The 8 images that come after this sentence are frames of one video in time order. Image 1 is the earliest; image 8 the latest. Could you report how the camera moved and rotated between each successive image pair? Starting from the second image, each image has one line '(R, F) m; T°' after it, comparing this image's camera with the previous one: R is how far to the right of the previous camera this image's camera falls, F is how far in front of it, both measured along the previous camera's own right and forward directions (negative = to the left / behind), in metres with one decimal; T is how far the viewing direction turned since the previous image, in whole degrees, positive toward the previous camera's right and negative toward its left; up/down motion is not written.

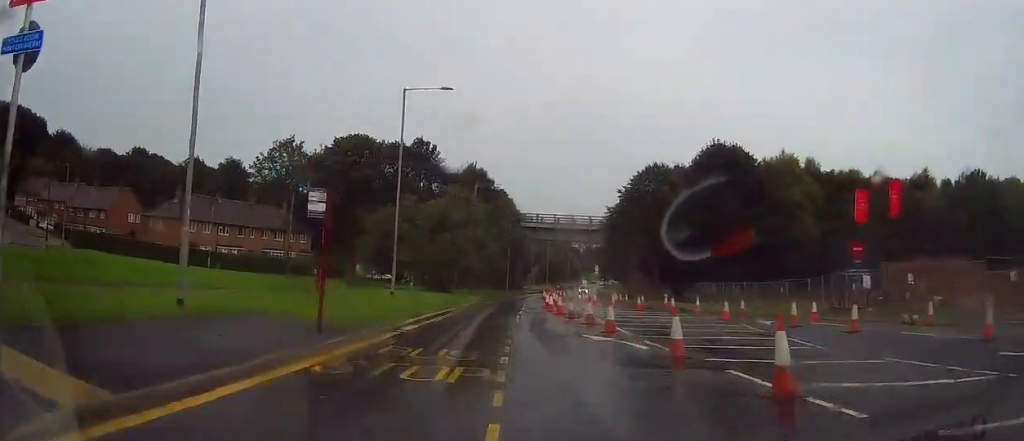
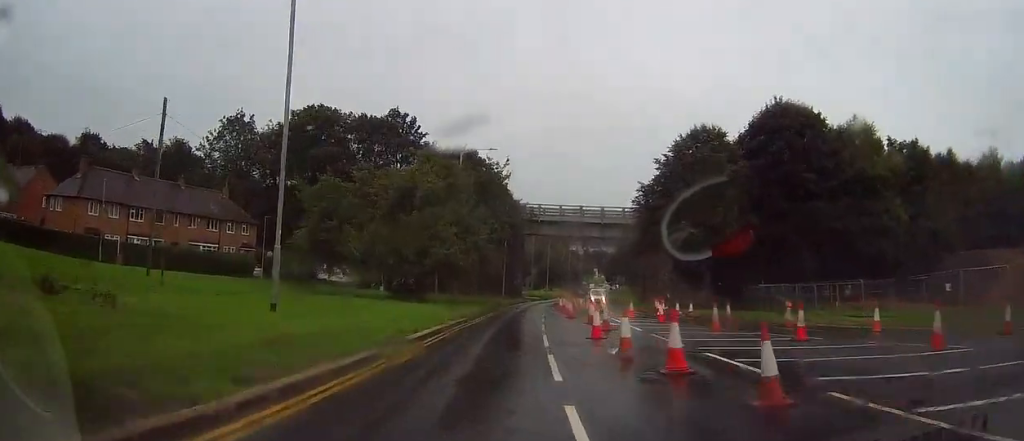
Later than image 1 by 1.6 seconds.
(-0.7, +20.1) m; -4°
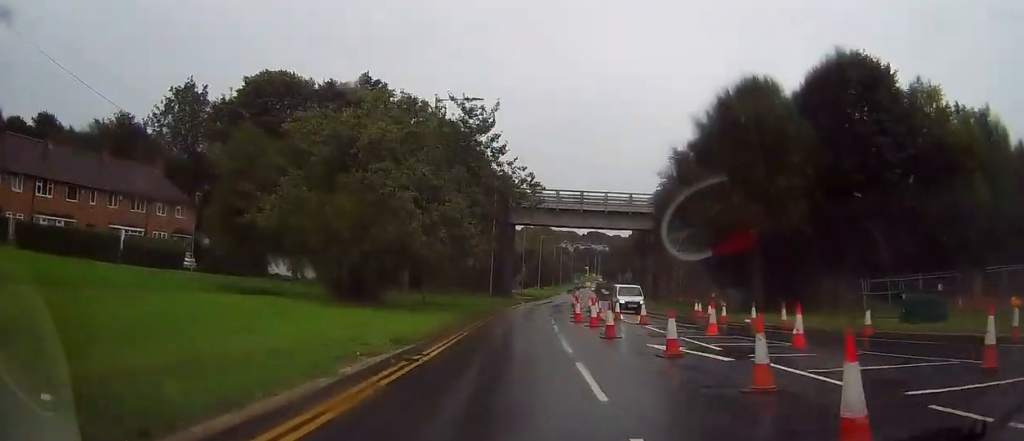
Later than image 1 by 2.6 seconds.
(+0.2, +13.7) m; +4°
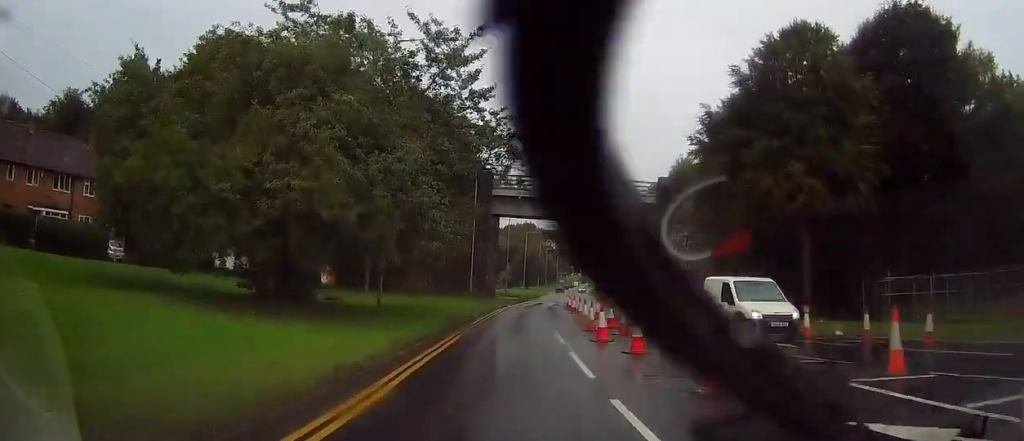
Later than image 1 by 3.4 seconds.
(+0.8, +9.8) m; +2°
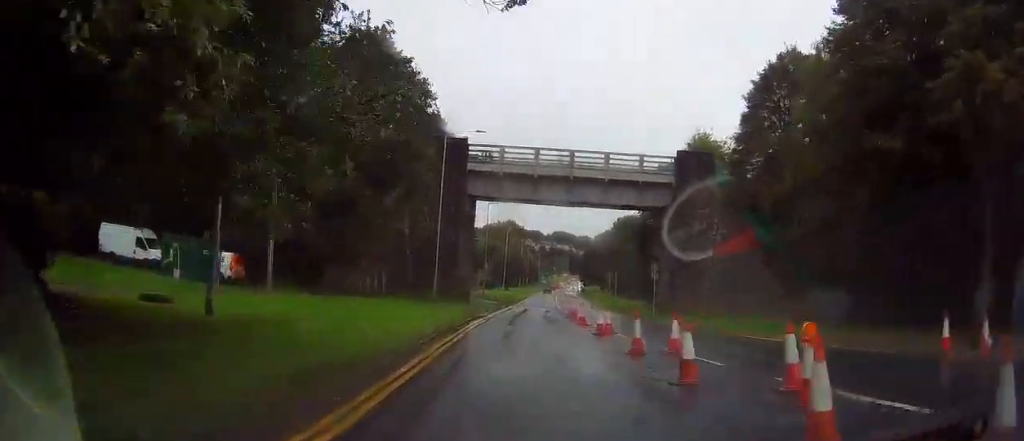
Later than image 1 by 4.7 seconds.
(-0.7, +16.2) m; -1°
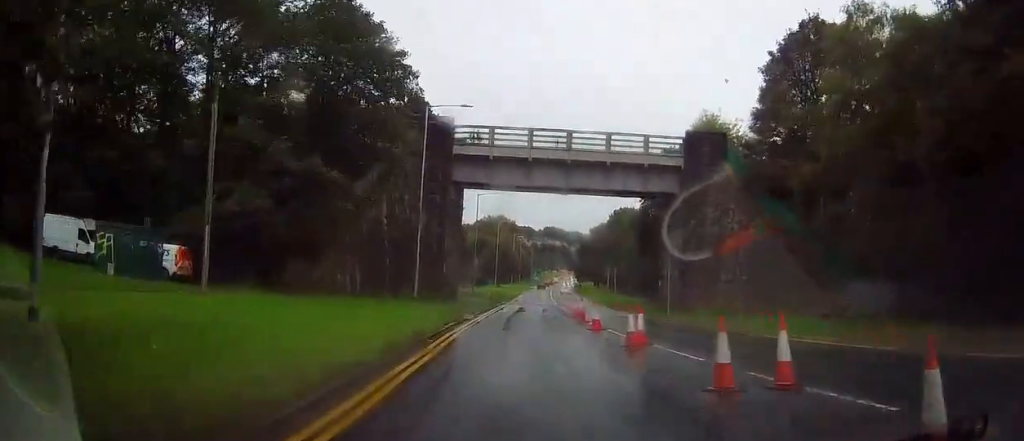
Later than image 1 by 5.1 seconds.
(0.0, +6.0) m; +2°
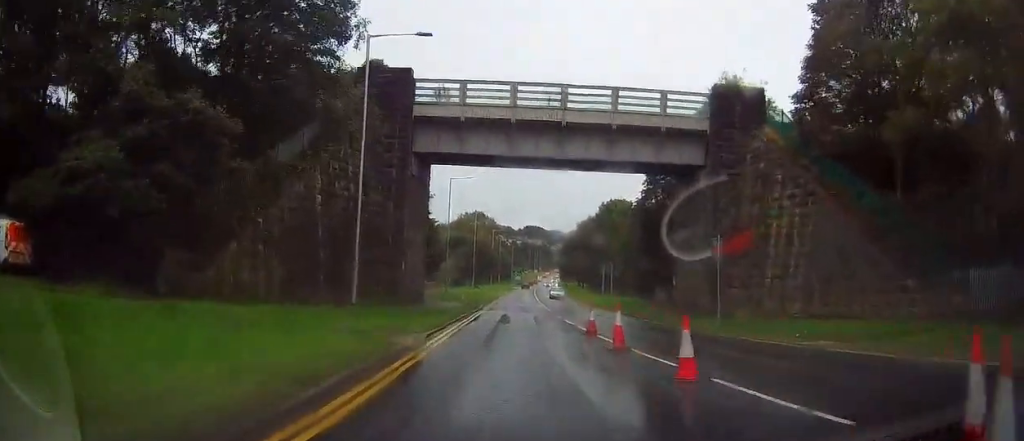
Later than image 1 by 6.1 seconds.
(+0.4, +12.1) m; +3°
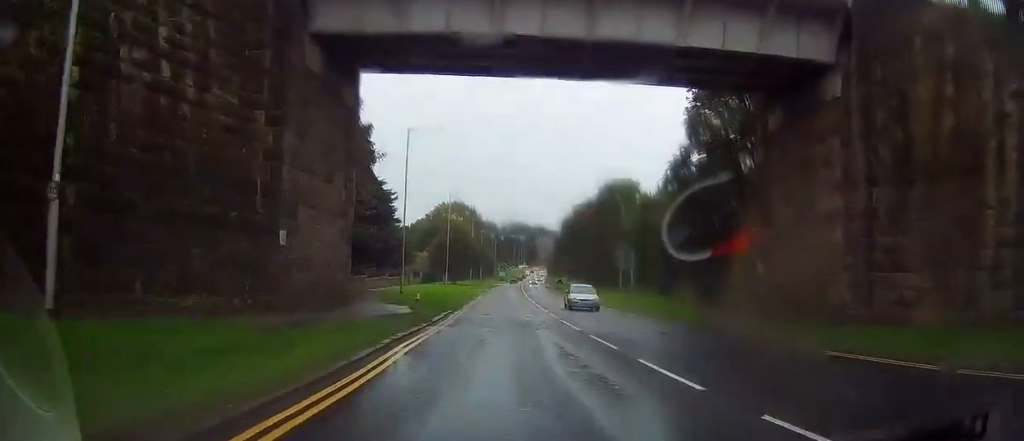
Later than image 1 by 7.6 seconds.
(+0.3, +20.1) m; +1°
